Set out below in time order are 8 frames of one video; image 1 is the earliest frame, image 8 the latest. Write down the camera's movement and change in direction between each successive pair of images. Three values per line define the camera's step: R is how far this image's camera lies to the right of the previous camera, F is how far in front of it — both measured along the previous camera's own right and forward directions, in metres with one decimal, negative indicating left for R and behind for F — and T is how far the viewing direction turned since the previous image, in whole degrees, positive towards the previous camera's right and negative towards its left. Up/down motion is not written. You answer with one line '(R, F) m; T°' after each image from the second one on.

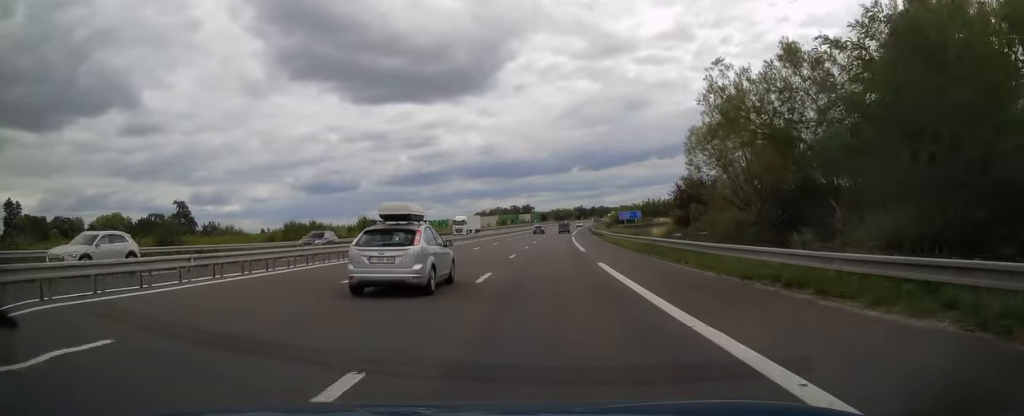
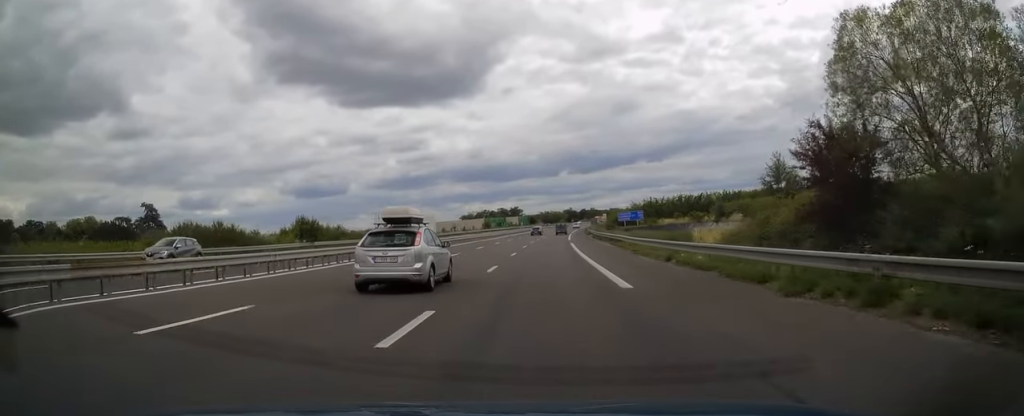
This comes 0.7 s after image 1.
(+0.1, +21.5) m; +1°
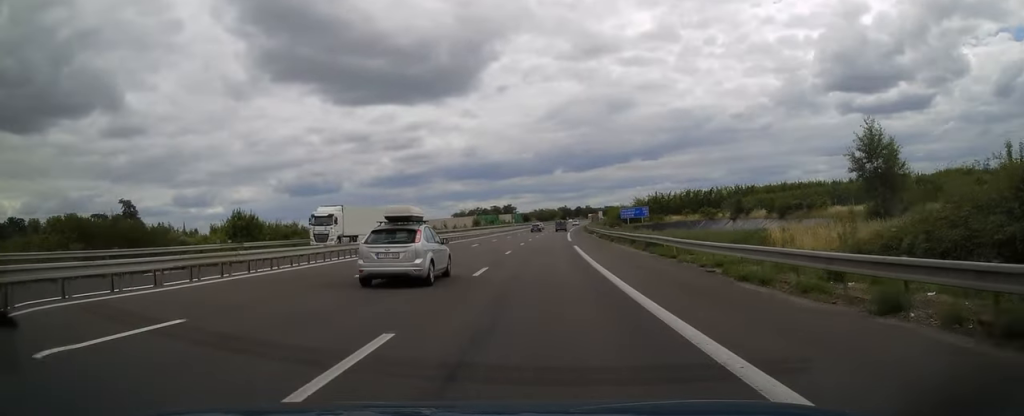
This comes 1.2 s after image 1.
(+0.1, +15.4) m; +1°
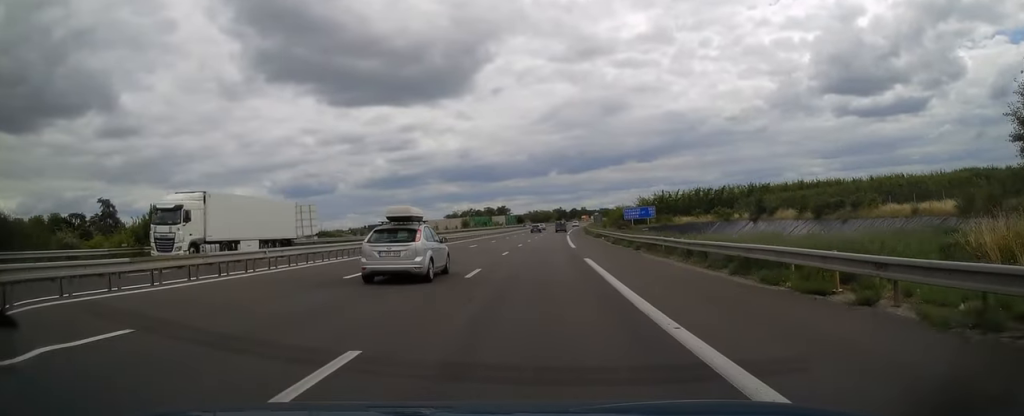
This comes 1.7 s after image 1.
(+0.1, +13.9) m; +1°
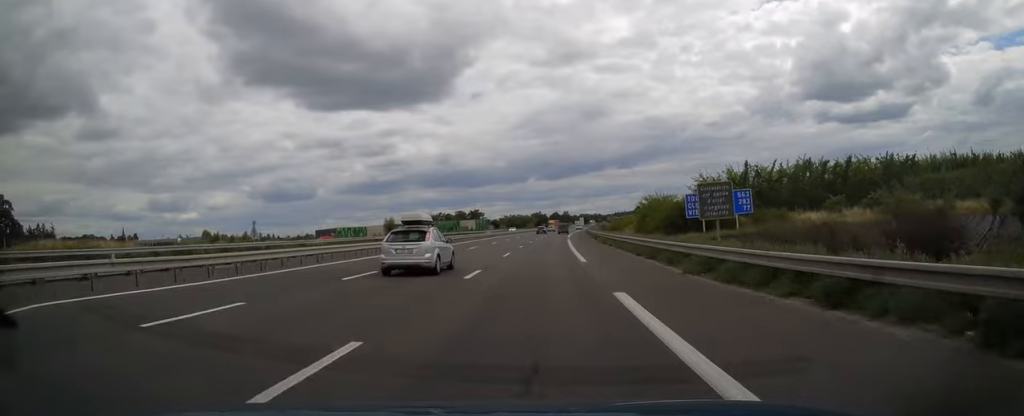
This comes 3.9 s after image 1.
(+1.7, +64.4) m; +3°
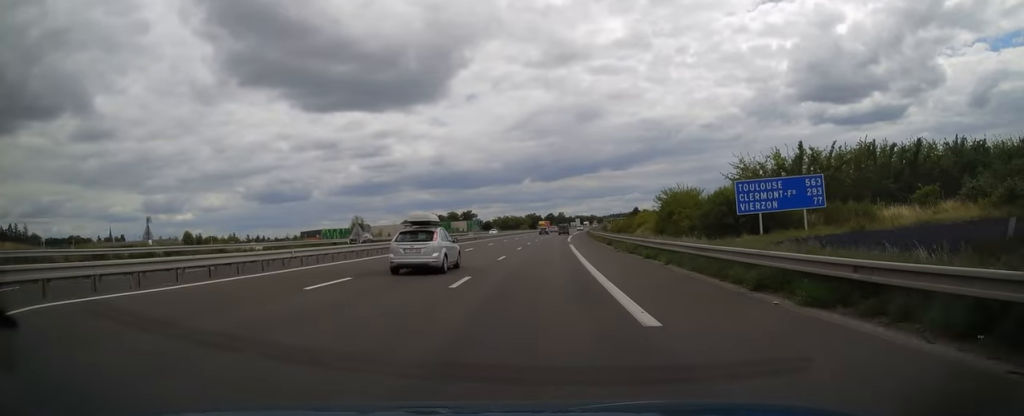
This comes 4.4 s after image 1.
(0.0, +15.8) m; 0°
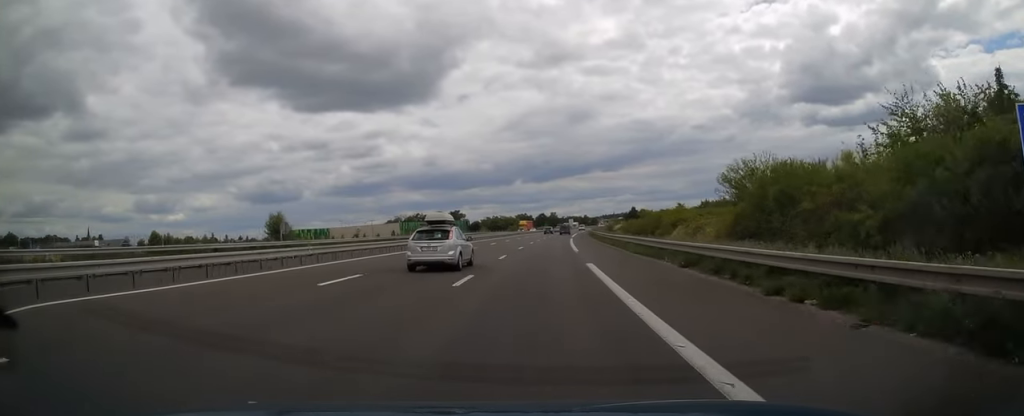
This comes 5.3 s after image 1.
(+0.1, +26.2) m; +1°
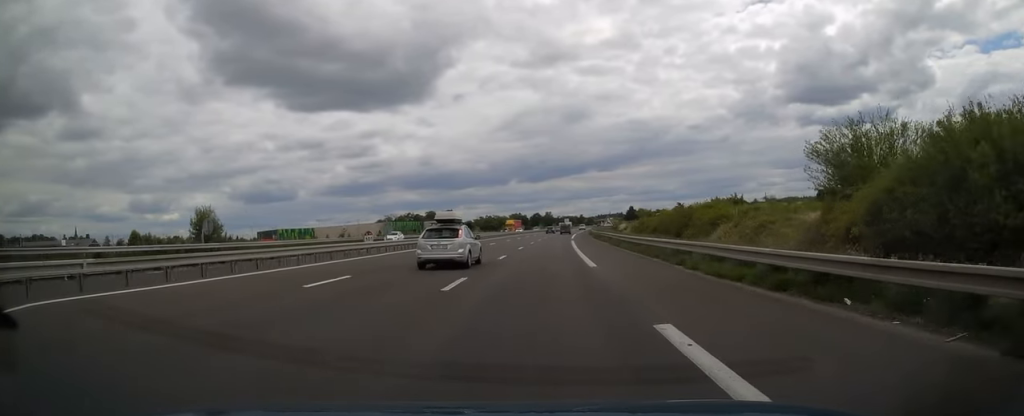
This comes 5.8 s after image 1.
(+0.1, +14.3) m; +1°
